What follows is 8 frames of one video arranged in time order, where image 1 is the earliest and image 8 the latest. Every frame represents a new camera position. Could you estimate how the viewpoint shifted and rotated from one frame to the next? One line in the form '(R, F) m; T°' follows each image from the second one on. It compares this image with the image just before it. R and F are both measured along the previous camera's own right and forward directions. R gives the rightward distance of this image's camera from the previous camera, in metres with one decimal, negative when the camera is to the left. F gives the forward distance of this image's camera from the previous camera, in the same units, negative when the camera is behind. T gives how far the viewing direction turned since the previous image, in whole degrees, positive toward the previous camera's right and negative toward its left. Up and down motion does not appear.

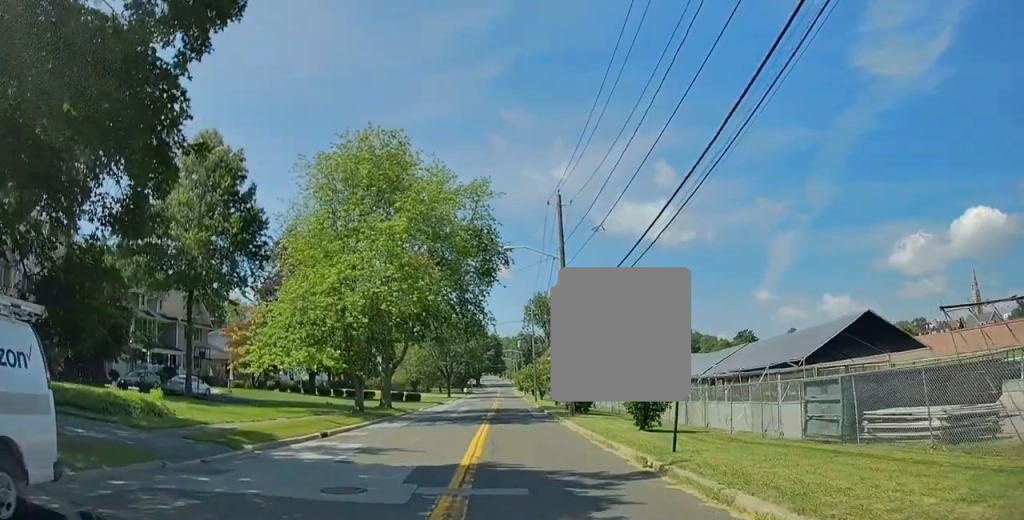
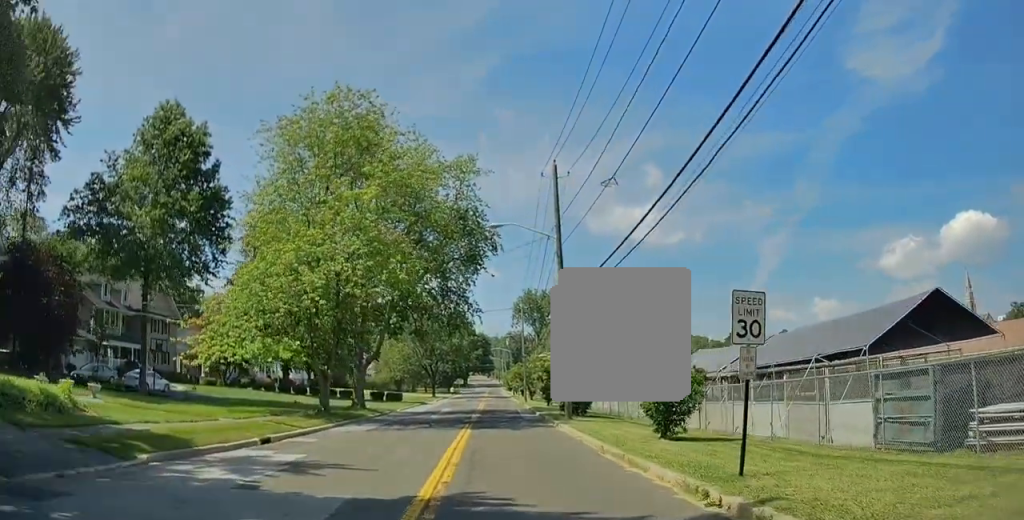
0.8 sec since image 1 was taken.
(-0.2, +4.6) m; 0°
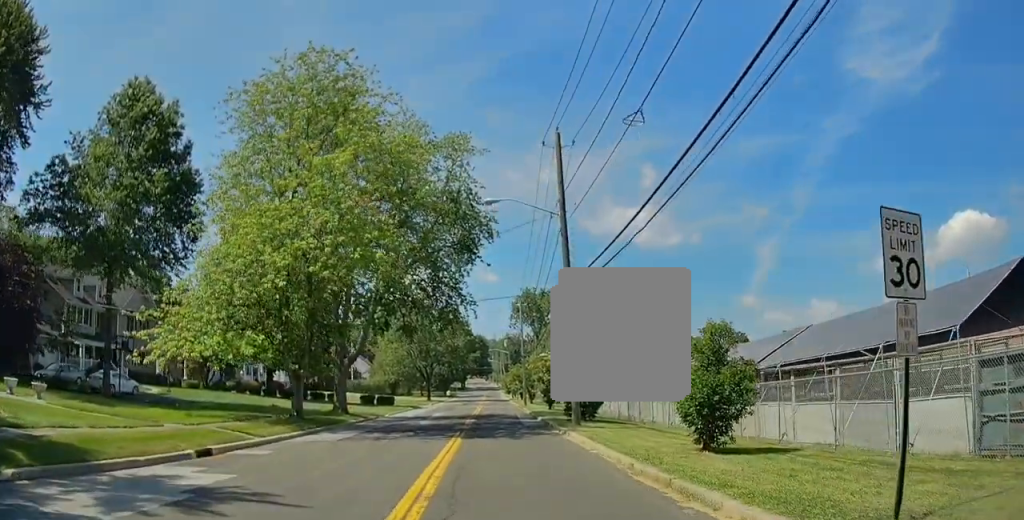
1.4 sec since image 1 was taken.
(+0.1, +4.0) m; +1°
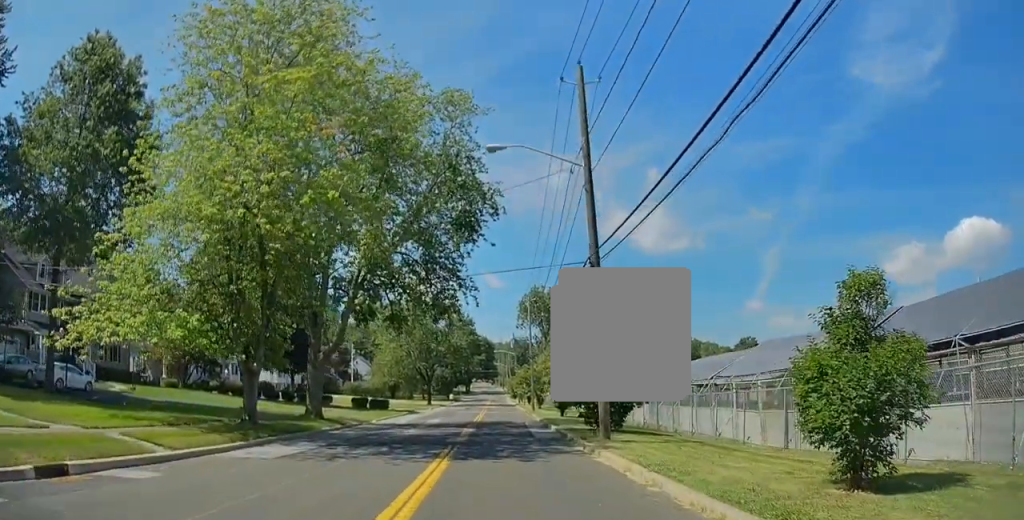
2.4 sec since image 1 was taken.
(+0.1, +5.7) m; +2°
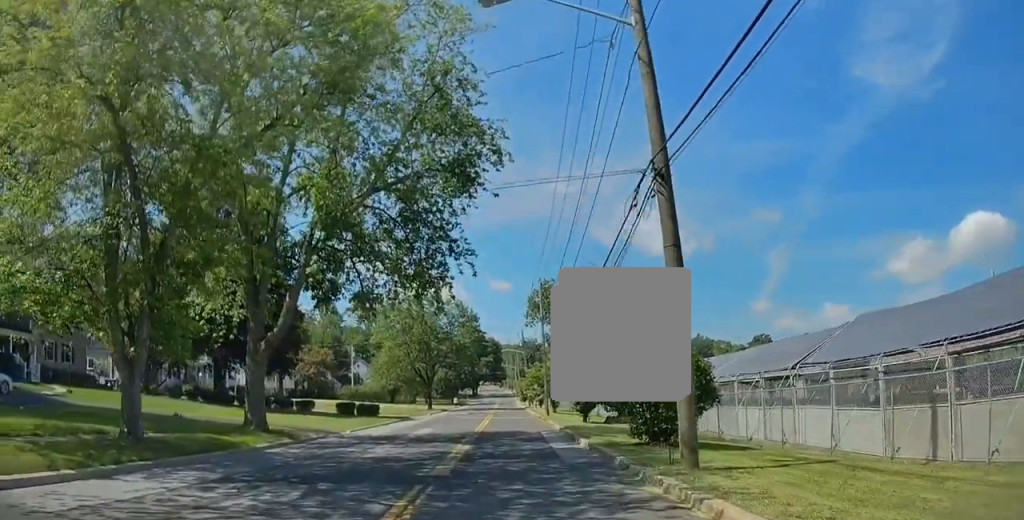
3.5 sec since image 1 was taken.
(+0.2, +7.8) m; +1°
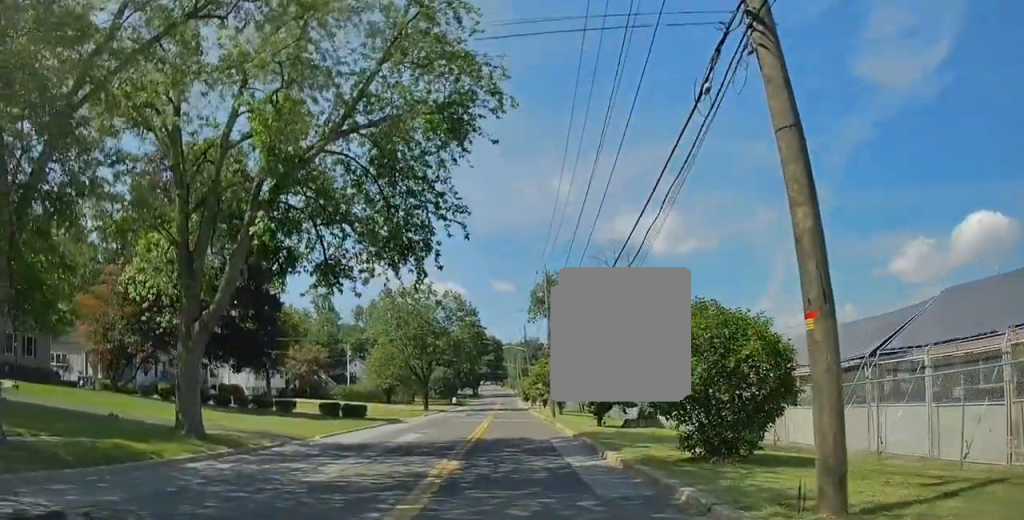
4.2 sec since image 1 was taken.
(+0.1, +4.8) m; 0°
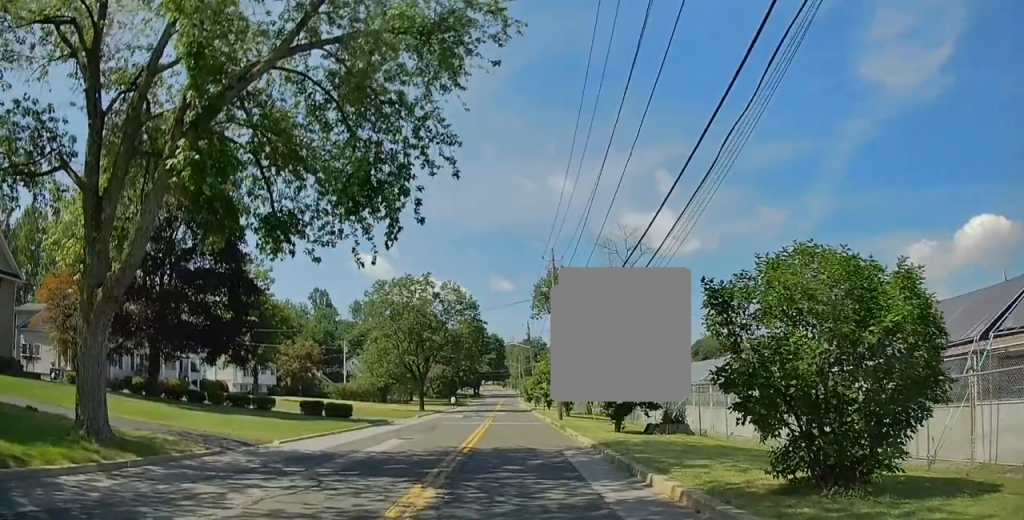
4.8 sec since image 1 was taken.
(-0.2, +4.4) m; 0°
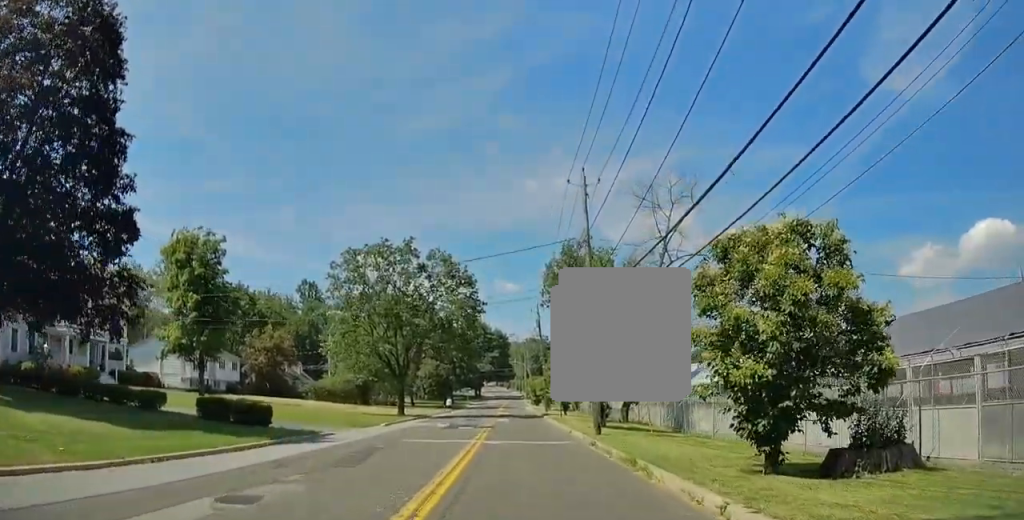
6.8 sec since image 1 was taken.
(+0.4, +14.2) m; -2°
